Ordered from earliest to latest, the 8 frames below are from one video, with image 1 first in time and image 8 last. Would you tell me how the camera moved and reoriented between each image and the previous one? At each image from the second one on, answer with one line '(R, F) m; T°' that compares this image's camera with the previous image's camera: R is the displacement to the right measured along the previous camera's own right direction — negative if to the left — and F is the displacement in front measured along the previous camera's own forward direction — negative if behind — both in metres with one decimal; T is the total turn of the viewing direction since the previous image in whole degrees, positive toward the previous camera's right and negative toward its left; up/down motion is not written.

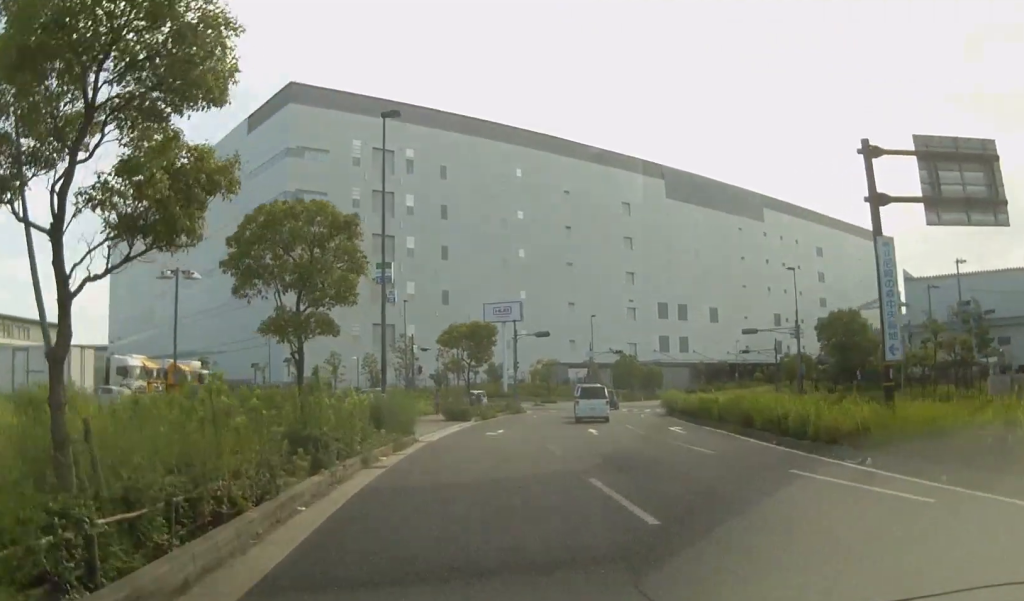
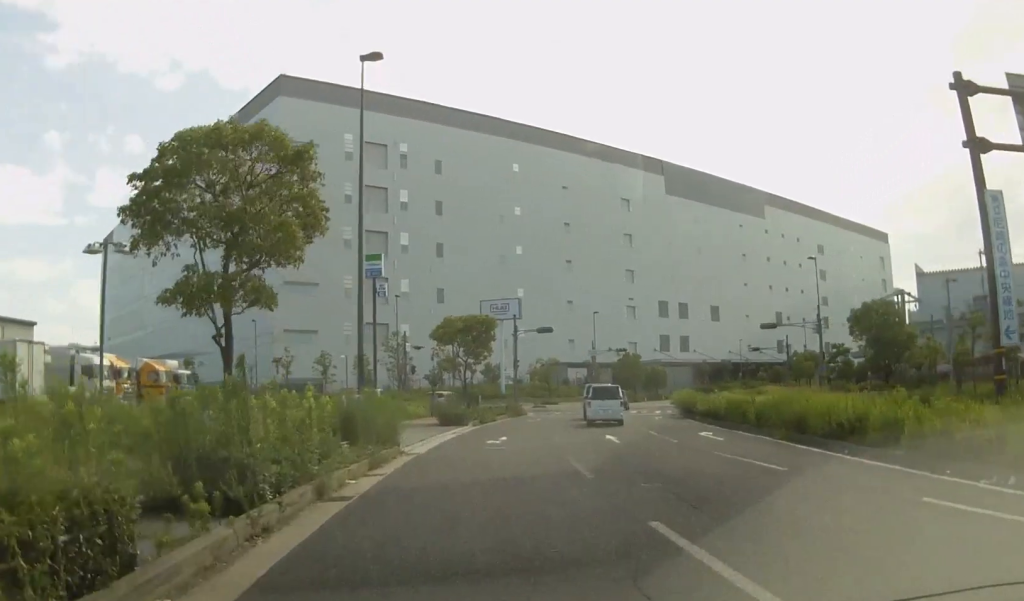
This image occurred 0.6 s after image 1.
(-0.1, +4.7) m; 0°
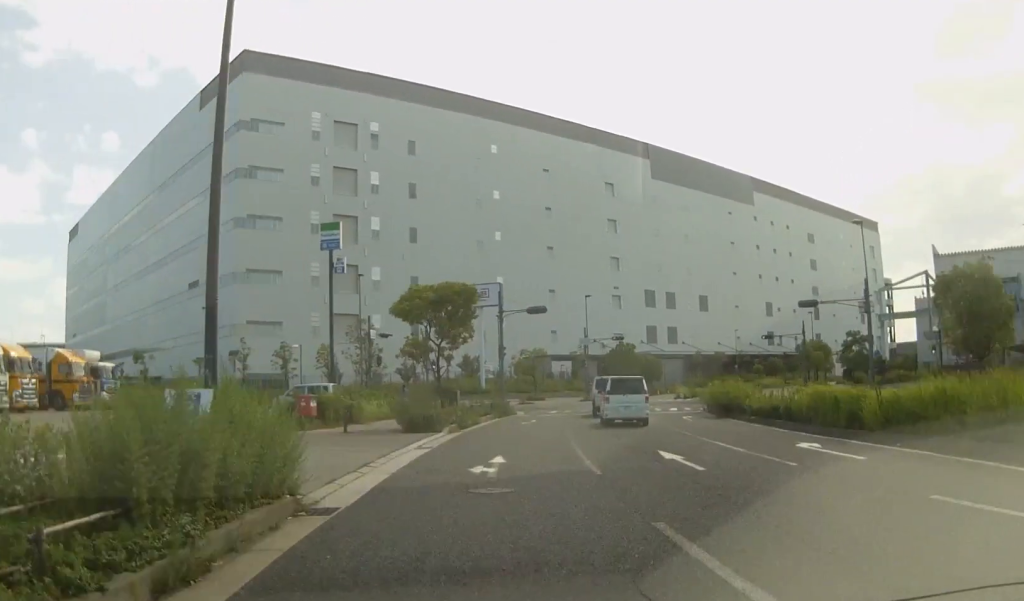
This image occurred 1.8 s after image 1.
(+0.3, +10.4) m; +2°
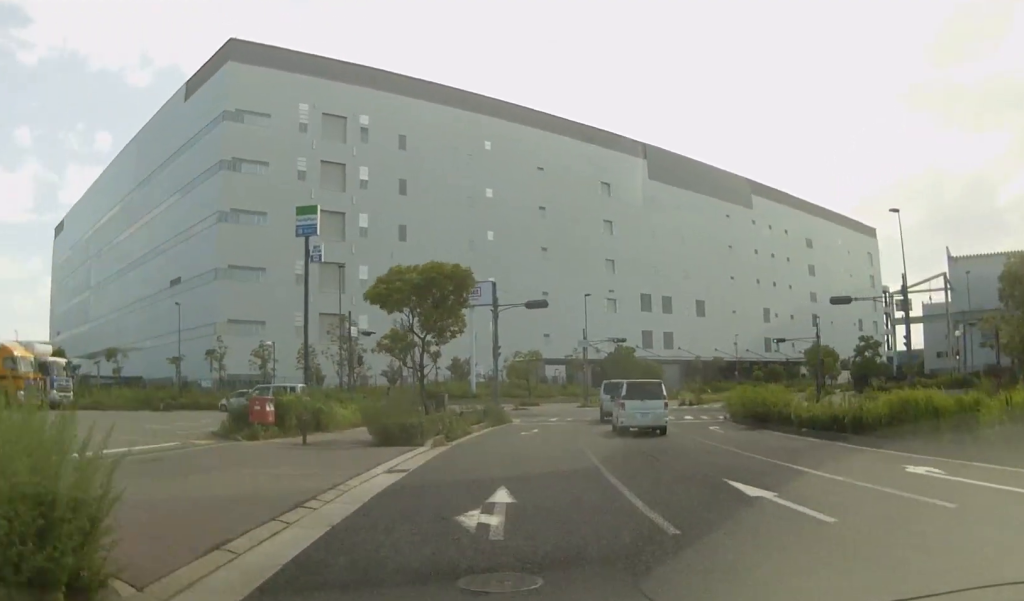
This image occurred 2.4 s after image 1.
(0.0, +5.4) m; 0°
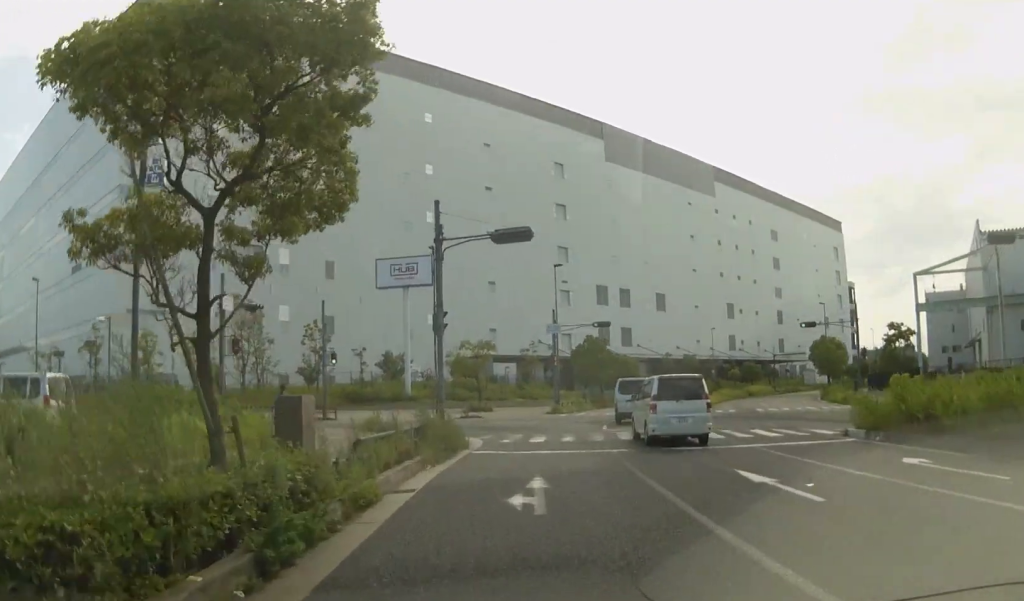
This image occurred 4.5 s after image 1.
(+0.4, +18.2) m; +3°
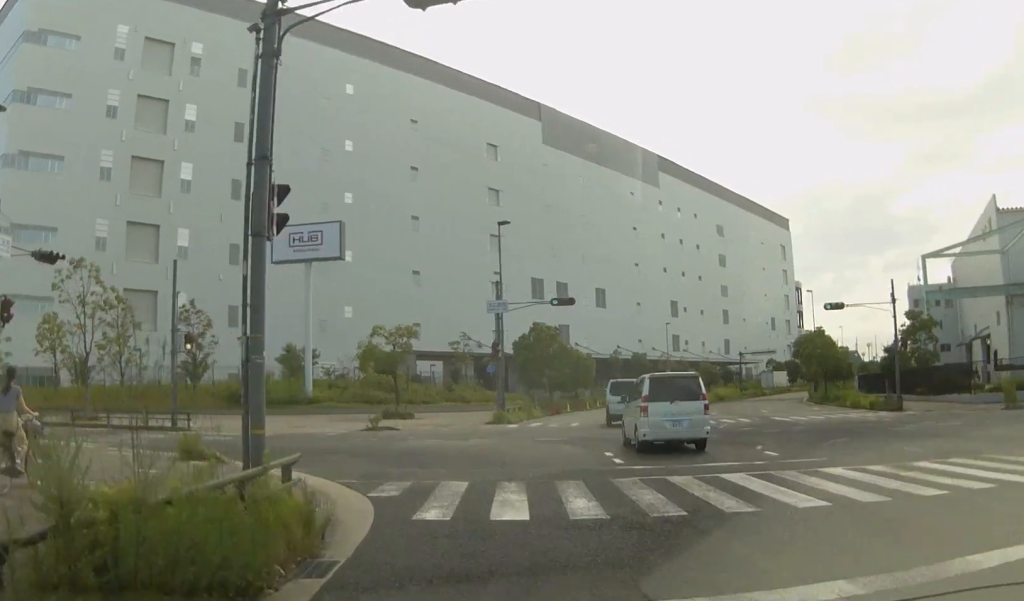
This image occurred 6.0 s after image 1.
(+0.8, +14.8) m; +7°
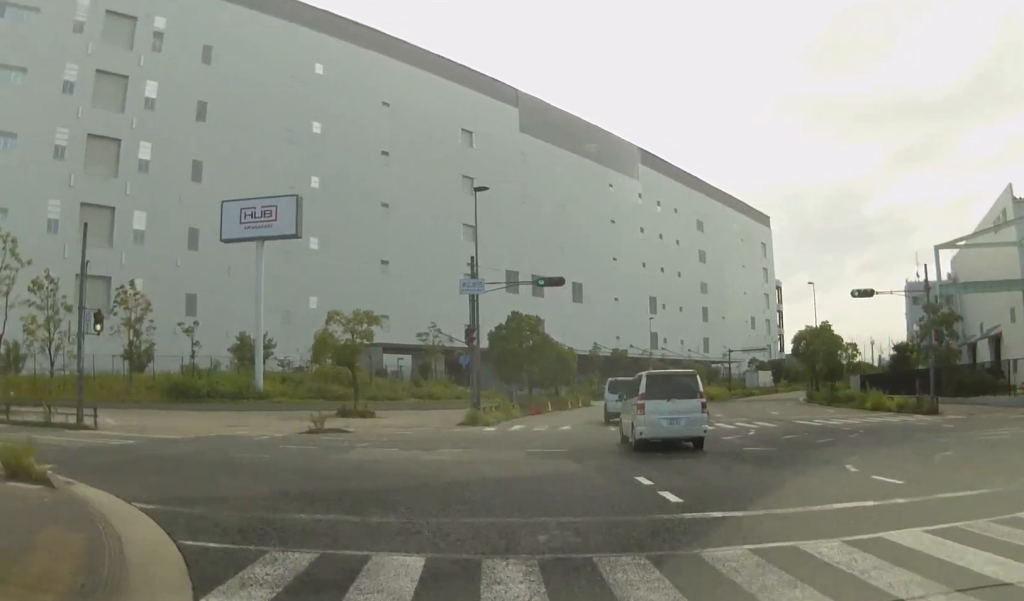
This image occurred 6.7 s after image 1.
(+0.2, +6.5) m; +2°
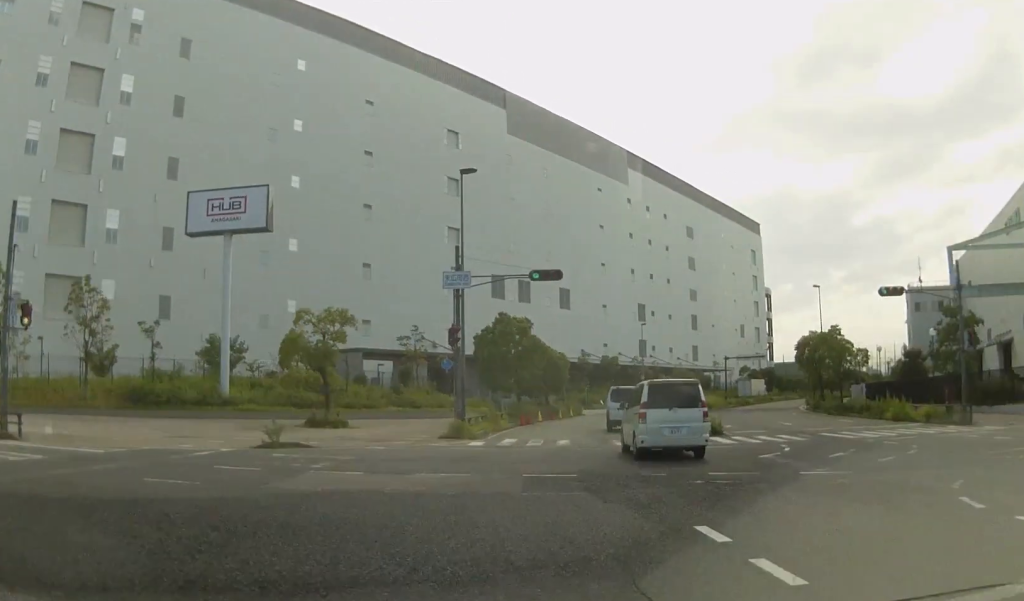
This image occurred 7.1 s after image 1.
(0.0, +4.3) m; 0°
